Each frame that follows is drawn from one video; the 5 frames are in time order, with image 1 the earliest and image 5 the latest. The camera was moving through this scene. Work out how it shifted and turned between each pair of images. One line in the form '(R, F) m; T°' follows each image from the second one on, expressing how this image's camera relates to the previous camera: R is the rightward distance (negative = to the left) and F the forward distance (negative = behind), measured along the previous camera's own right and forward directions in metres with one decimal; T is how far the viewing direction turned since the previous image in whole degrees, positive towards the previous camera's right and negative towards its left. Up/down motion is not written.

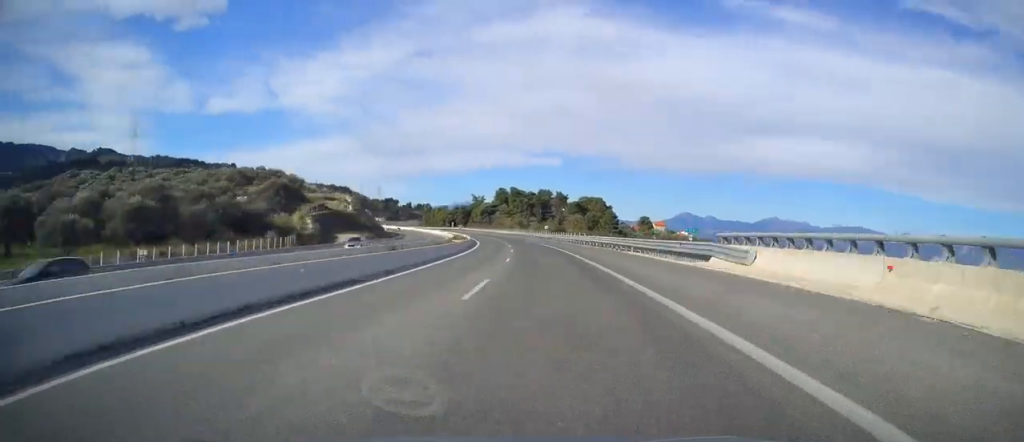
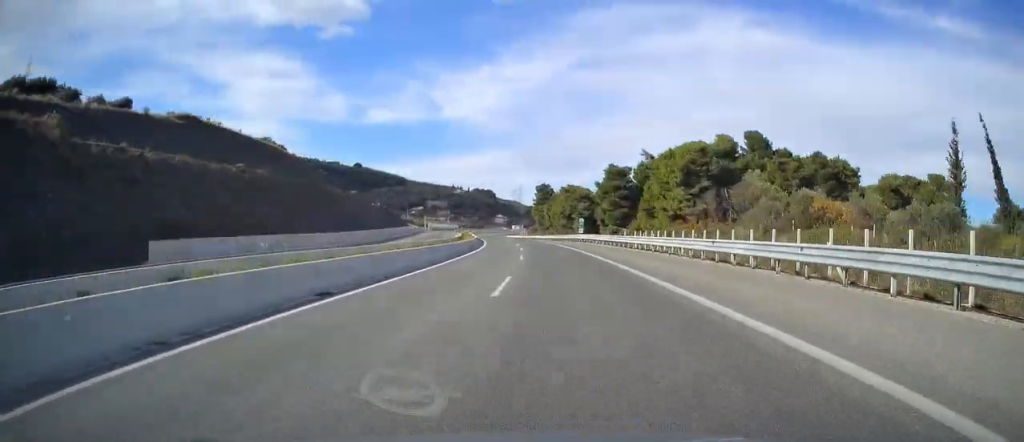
(-36.5, +254.8) m; -15°
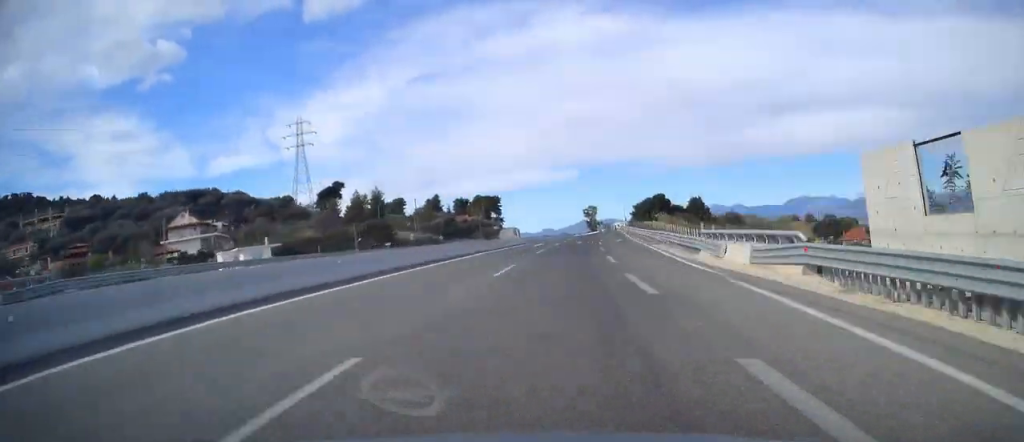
(+0.6, +487.9) m; +11°
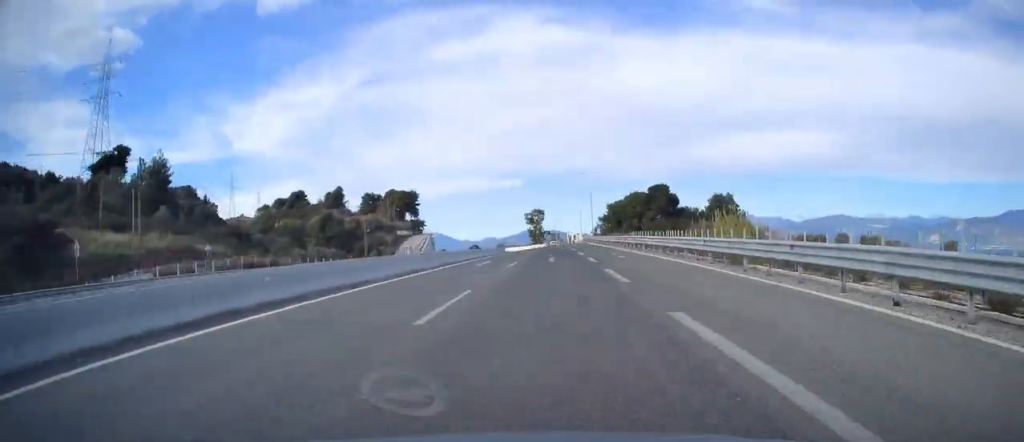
(+6.7, +80.3) m; +1°
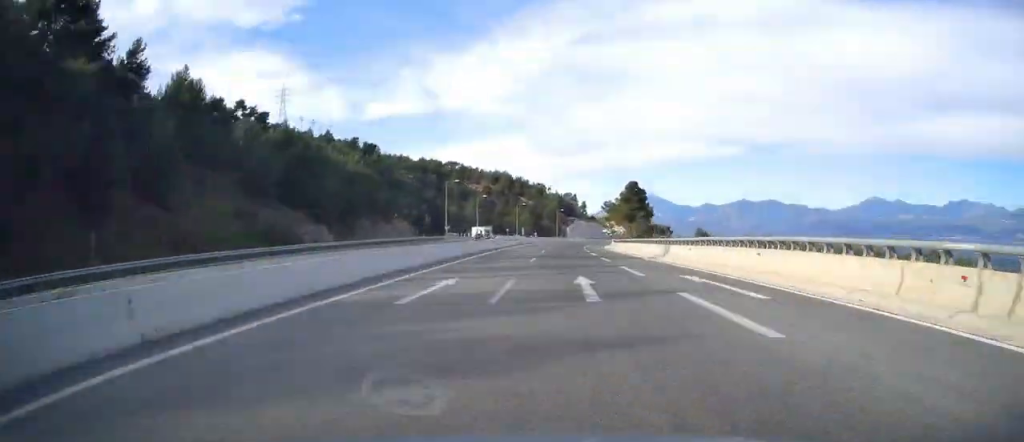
(-45.4, +365.8) m; -9°
